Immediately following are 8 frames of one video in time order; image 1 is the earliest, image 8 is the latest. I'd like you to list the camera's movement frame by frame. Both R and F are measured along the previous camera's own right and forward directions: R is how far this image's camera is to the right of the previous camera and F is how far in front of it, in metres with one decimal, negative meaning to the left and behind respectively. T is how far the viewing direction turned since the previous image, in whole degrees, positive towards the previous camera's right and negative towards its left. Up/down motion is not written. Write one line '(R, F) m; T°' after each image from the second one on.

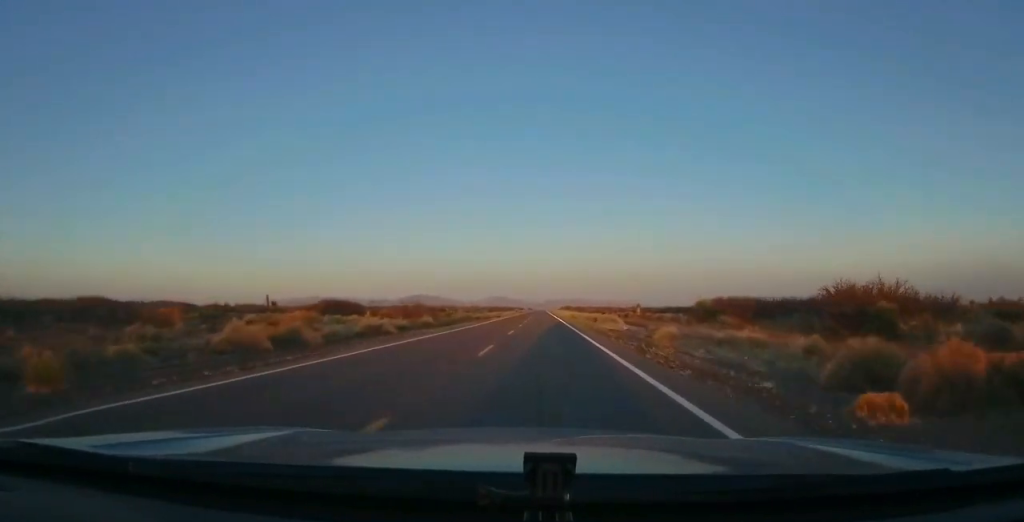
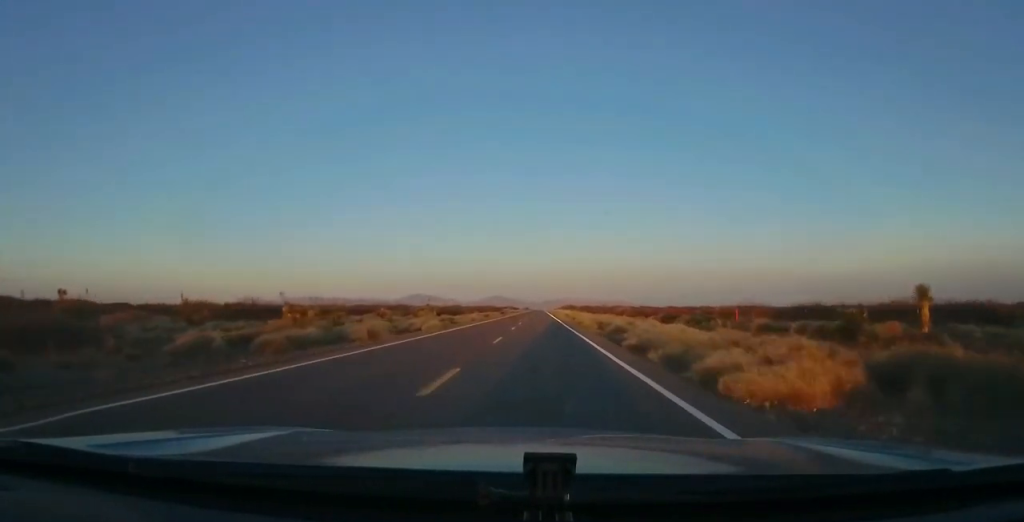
(-0.3, +66.7) m; -1°
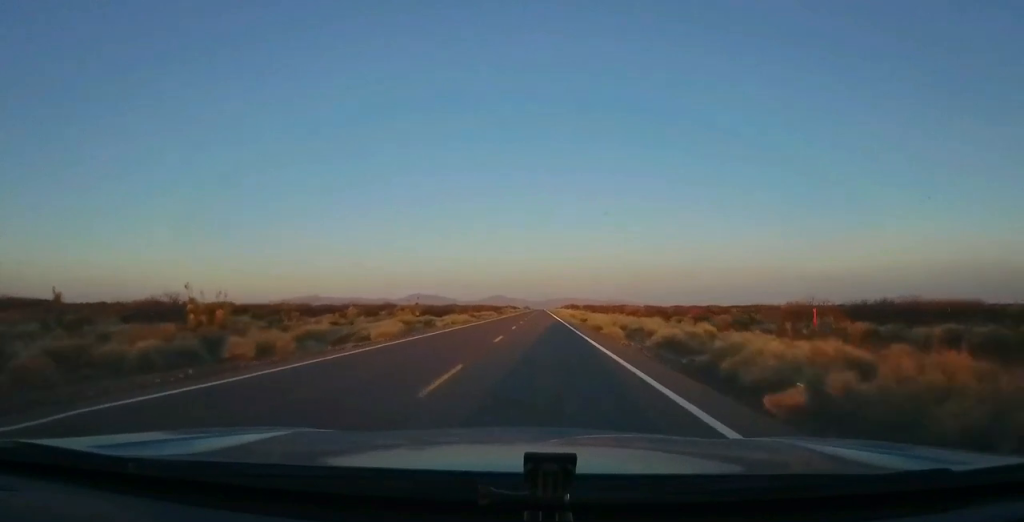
(-0.2, +11.8) m; 0°
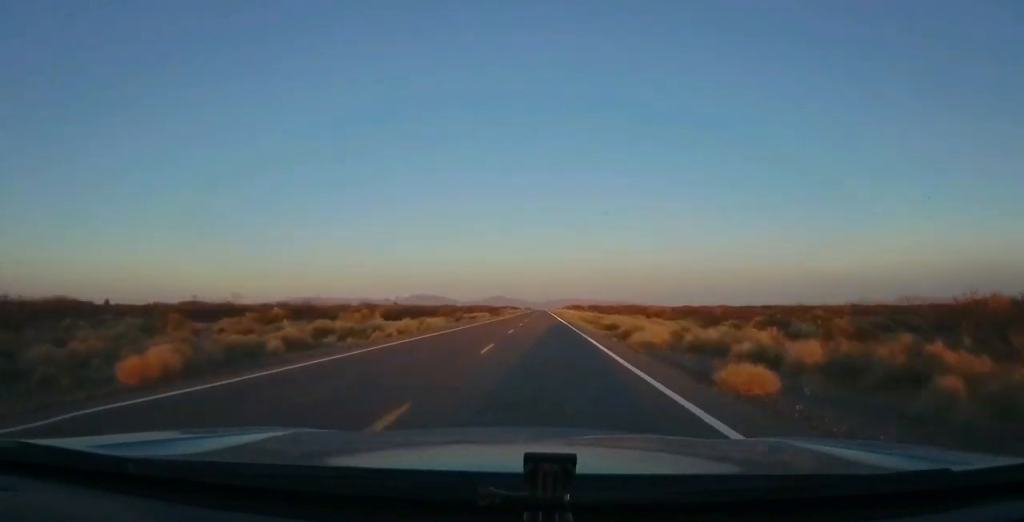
(-0.1, +16.7) m; 0°
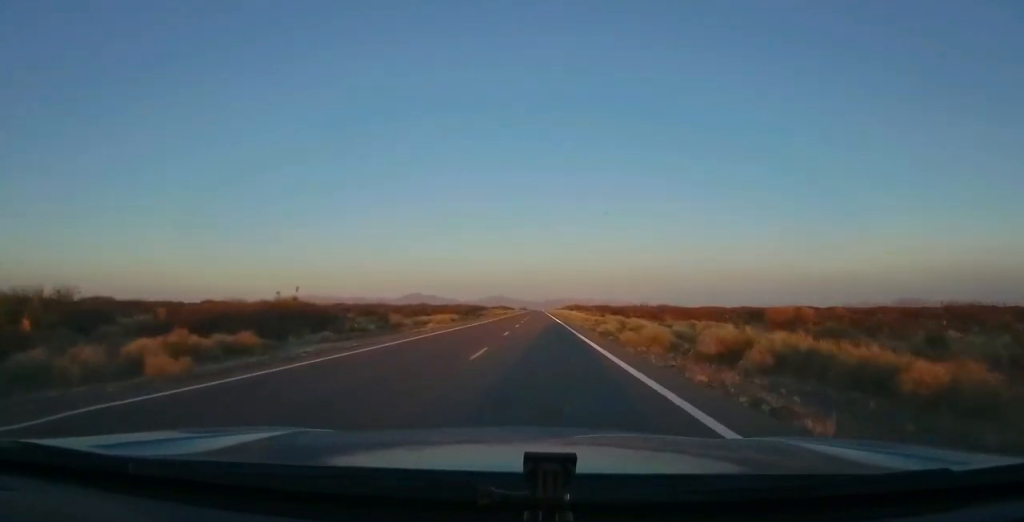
(+0.2, +37.3) m; 0°
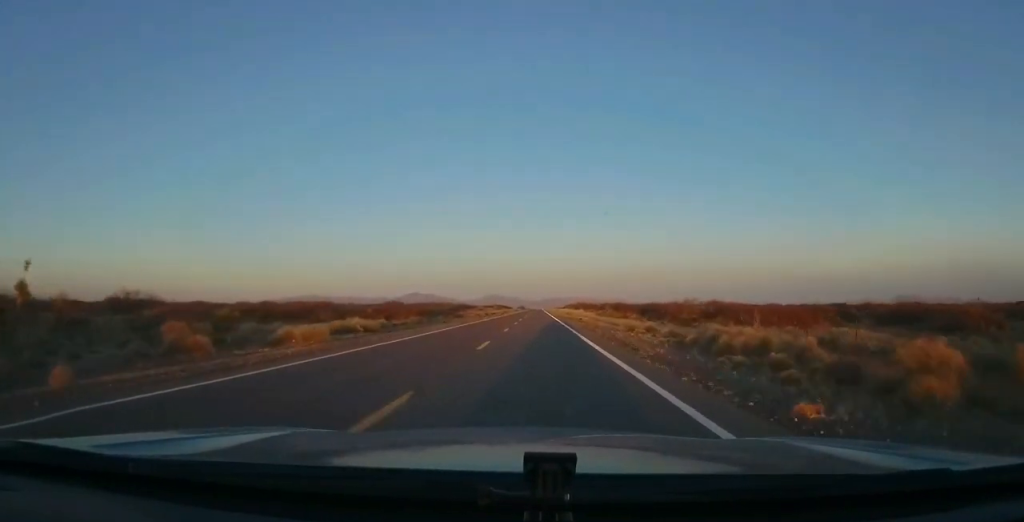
(+0.1, +33.4) m; 0°
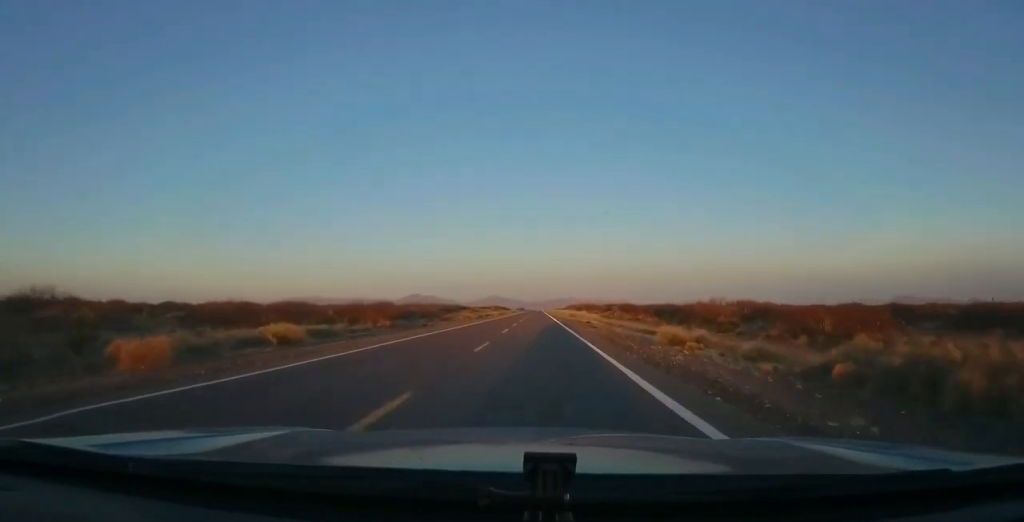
(+0.2, +11.8) m; 0°
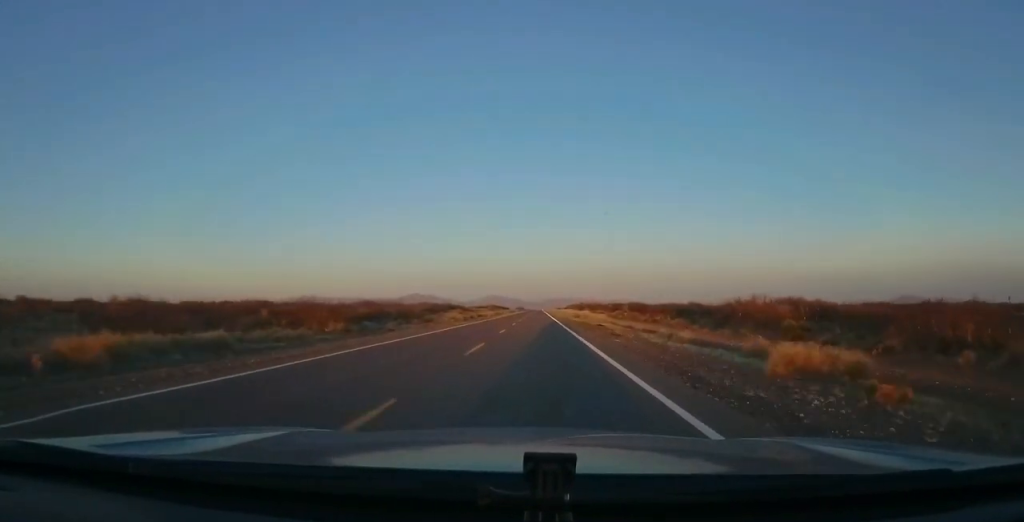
(-0.2, +12.7) m; 0°
